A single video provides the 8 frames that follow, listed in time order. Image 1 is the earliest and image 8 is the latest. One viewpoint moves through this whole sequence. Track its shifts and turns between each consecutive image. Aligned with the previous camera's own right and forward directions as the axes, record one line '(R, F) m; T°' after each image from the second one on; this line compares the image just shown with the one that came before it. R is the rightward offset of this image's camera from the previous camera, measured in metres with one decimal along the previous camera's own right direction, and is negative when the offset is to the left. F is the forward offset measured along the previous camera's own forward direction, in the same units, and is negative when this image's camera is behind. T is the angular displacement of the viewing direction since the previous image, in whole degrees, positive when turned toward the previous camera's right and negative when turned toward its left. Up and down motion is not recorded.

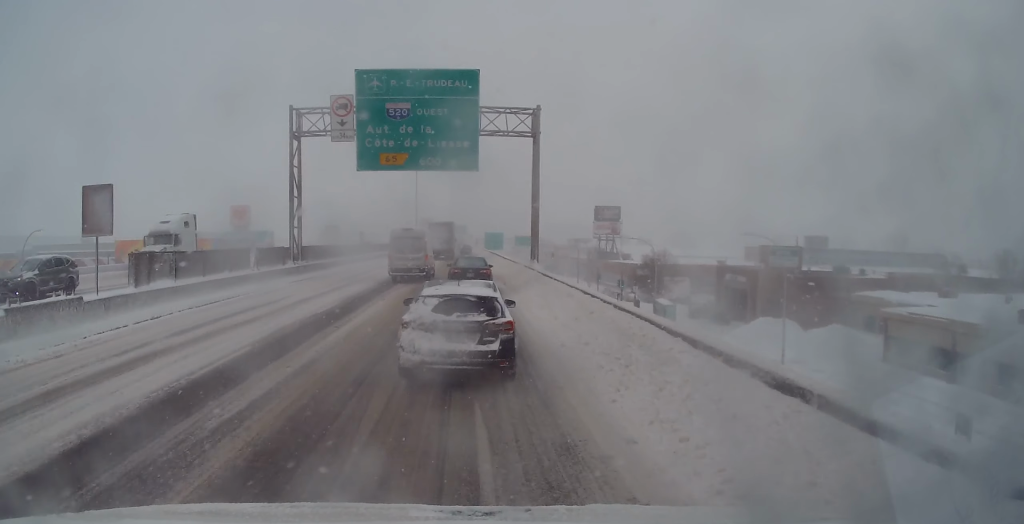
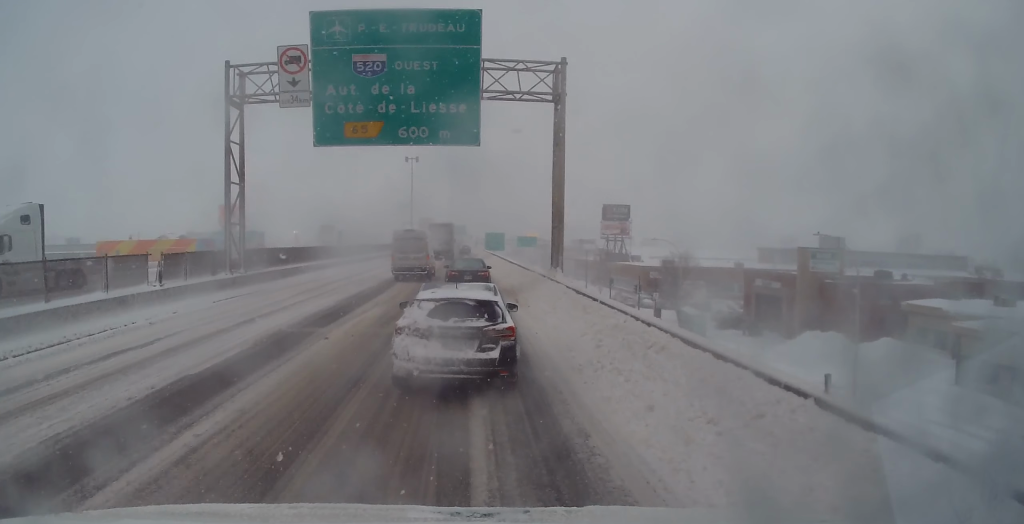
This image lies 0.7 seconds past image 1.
(0.0, +8.7) m; +1°
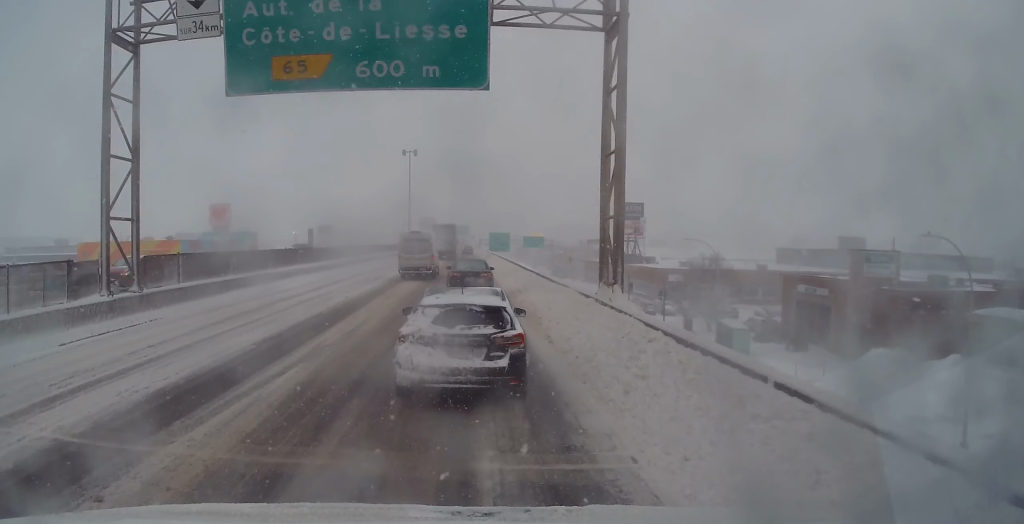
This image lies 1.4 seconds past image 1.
(+0.2, +8.8) m; 0°
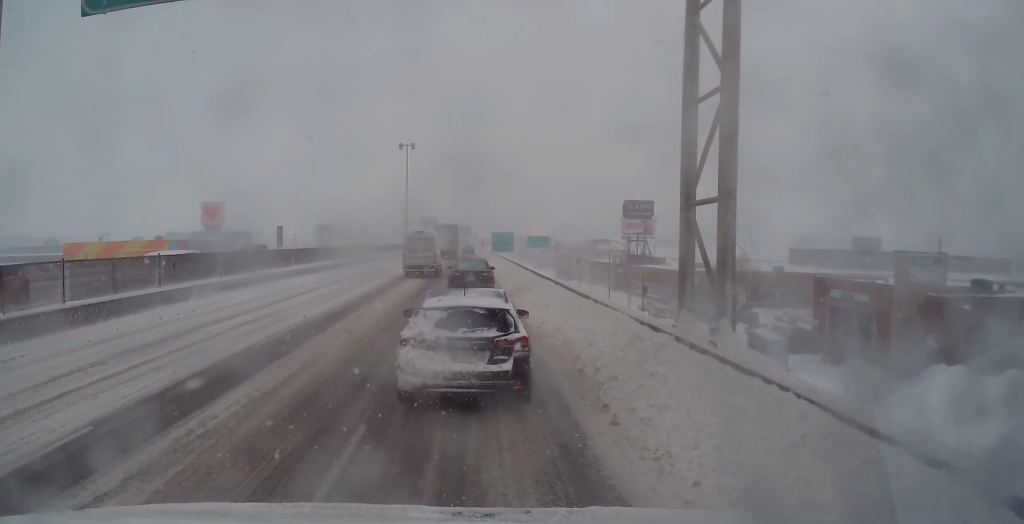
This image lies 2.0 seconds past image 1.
(0.0, +6.3) m; 0°
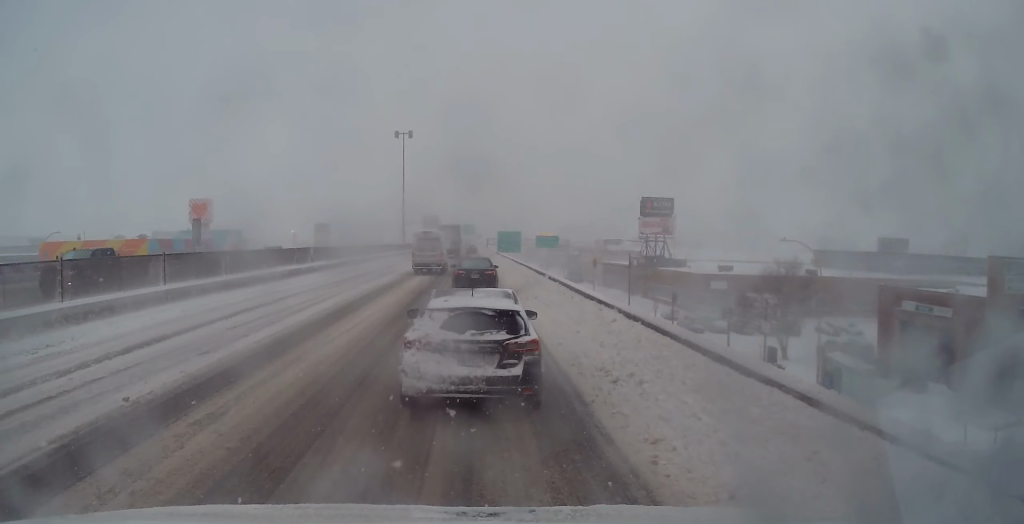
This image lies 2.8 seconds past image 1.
(-0.1, +10.1) m; 0°
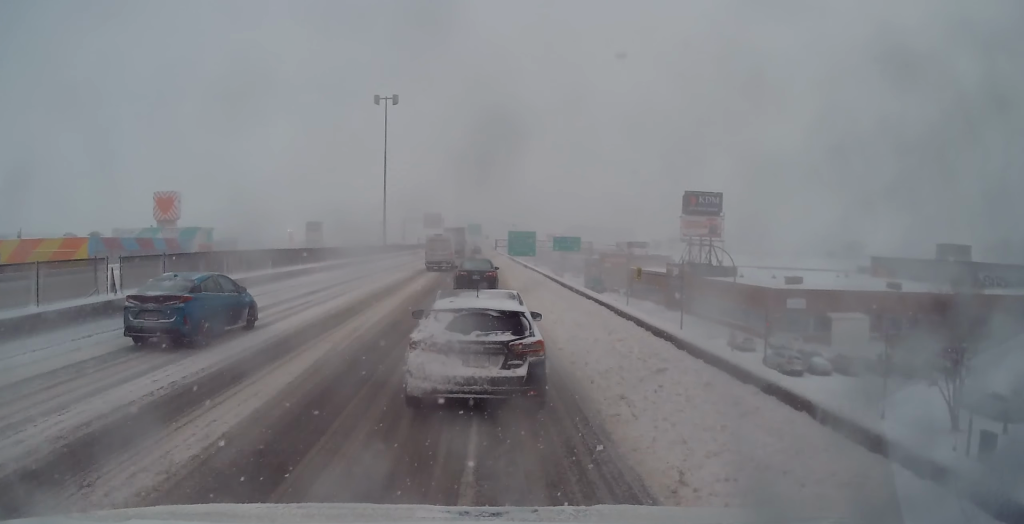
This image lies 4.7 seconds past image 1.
(-0.4, +20.9) m; -2°
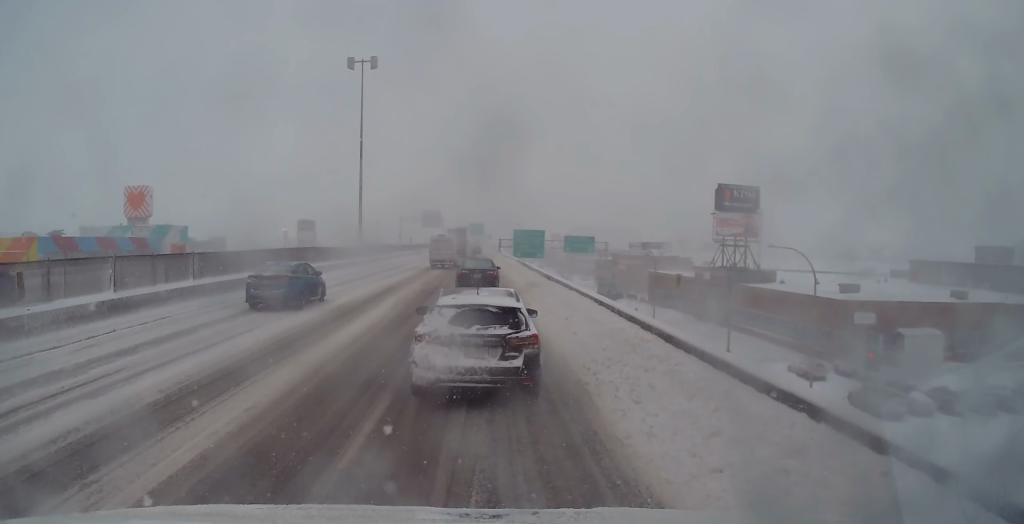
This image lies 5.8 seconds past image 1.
(+0.3, +12.7) m; +3°
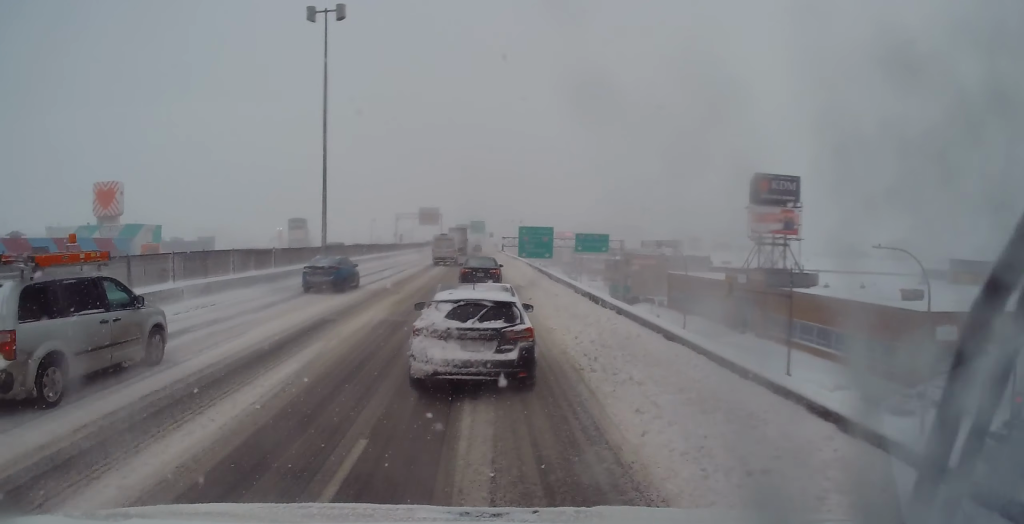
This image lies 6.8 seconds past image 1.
(+0.3, +11.0) m; 0°
